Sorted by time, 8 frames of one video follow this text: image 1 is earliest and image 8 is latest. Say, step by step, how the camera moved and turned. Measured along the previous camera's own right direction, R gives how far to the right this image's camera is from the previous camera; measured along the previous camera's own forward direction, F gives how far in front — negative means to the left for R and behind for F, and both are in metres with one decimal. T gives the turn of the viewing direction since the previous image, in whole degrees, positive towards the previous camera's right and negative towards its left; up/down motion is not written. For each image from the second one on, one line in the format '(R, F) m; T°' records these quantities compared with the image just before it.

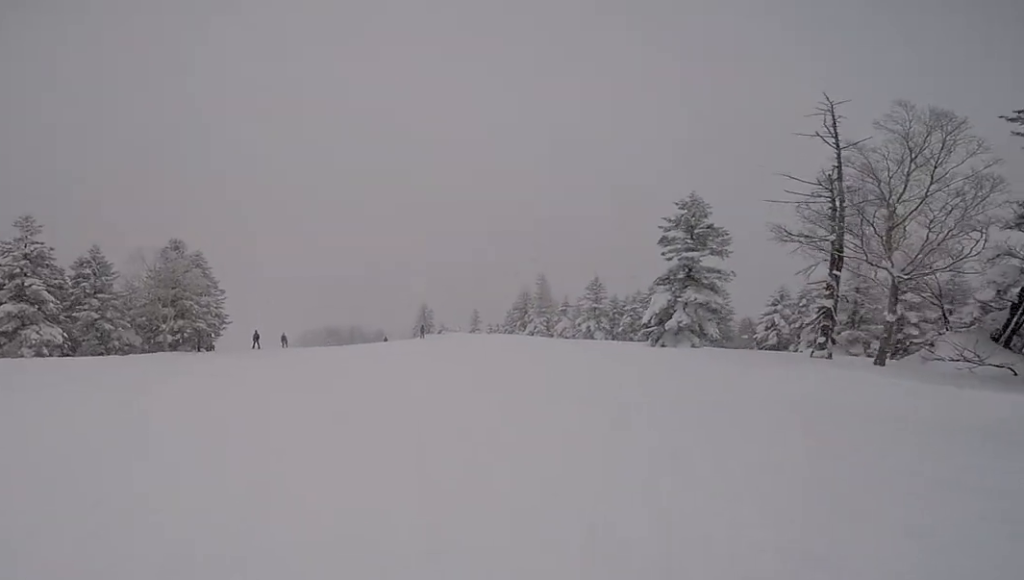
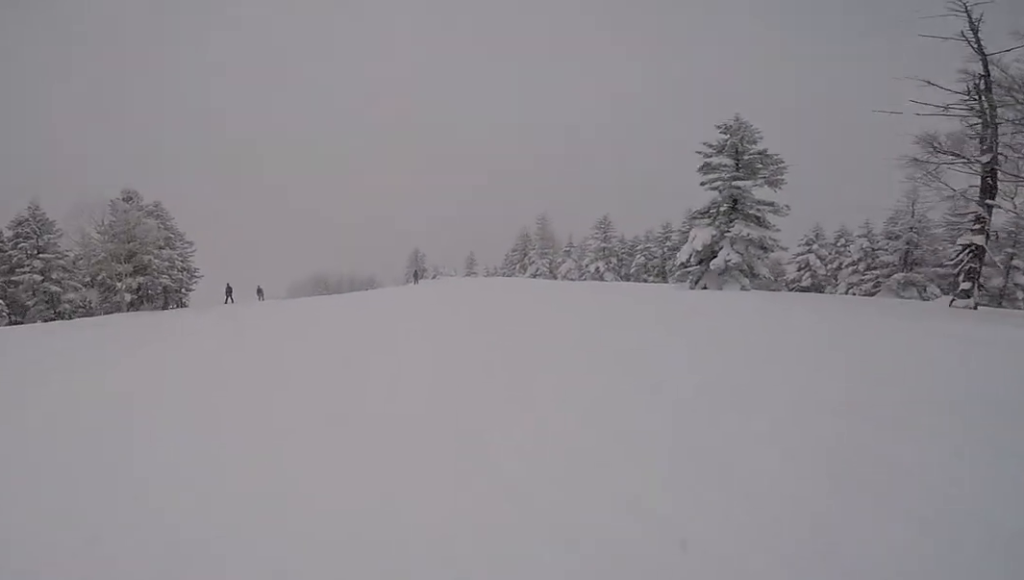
(-0.3, +3.9) m; -5°
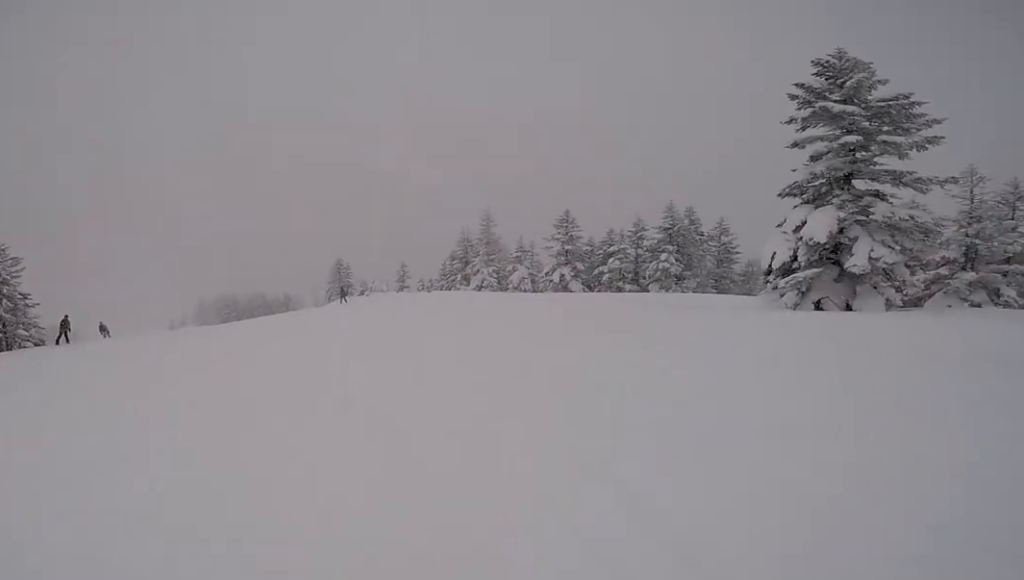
(0.0, +9.4) m; +8°
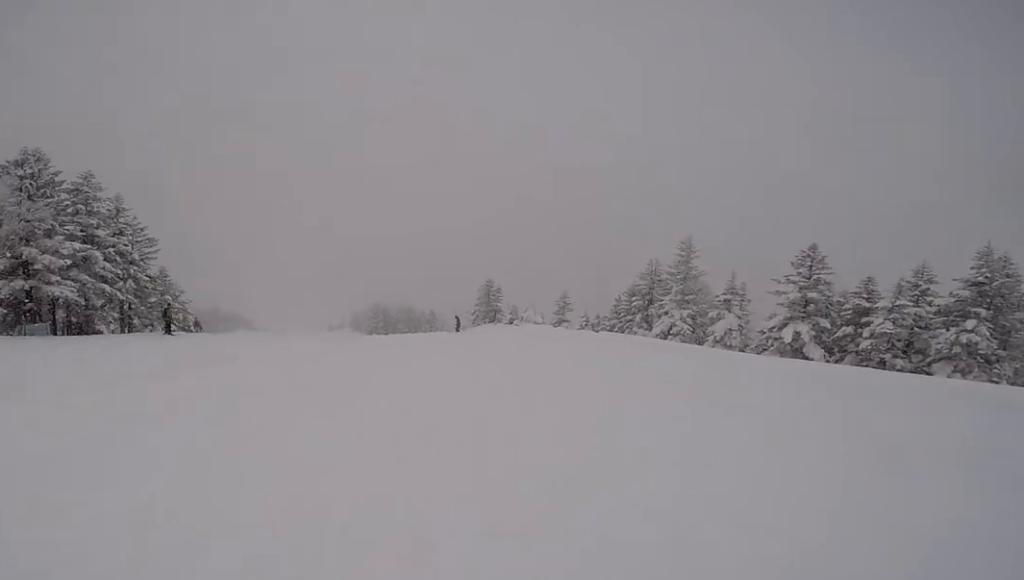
(+0.2, +6.0) m; -1°
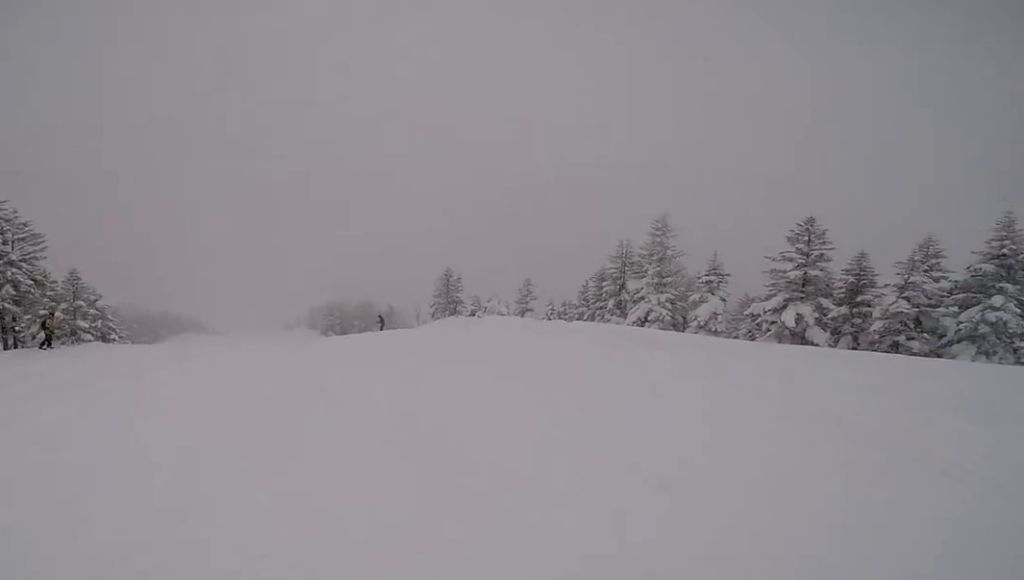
(0.0, +4.4) m; -1°
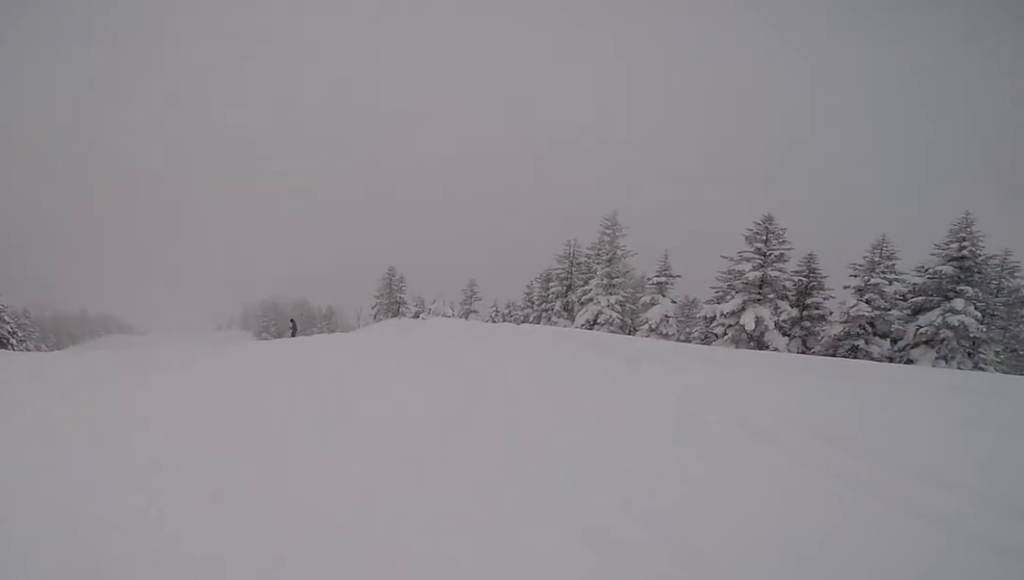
(+0.1, +2.6) m; -2°
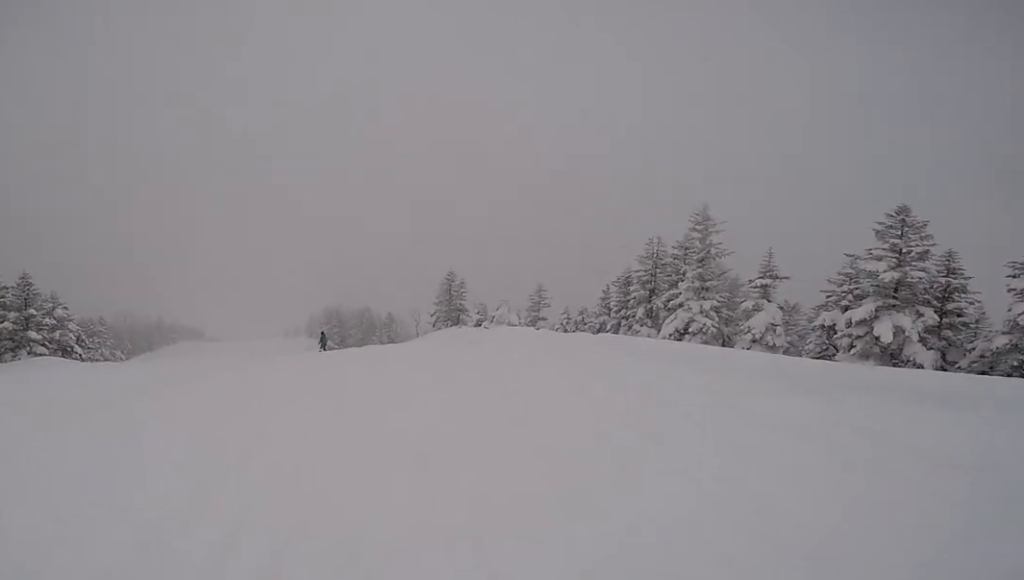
(-0.2, +2.5) m; -5°
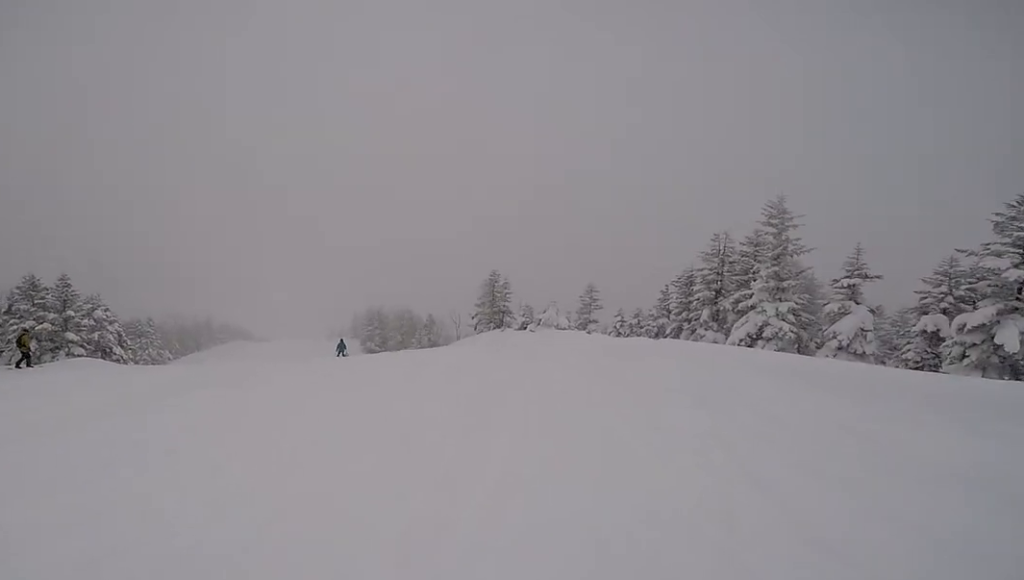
(-0.1, +2.0) m; -2°
